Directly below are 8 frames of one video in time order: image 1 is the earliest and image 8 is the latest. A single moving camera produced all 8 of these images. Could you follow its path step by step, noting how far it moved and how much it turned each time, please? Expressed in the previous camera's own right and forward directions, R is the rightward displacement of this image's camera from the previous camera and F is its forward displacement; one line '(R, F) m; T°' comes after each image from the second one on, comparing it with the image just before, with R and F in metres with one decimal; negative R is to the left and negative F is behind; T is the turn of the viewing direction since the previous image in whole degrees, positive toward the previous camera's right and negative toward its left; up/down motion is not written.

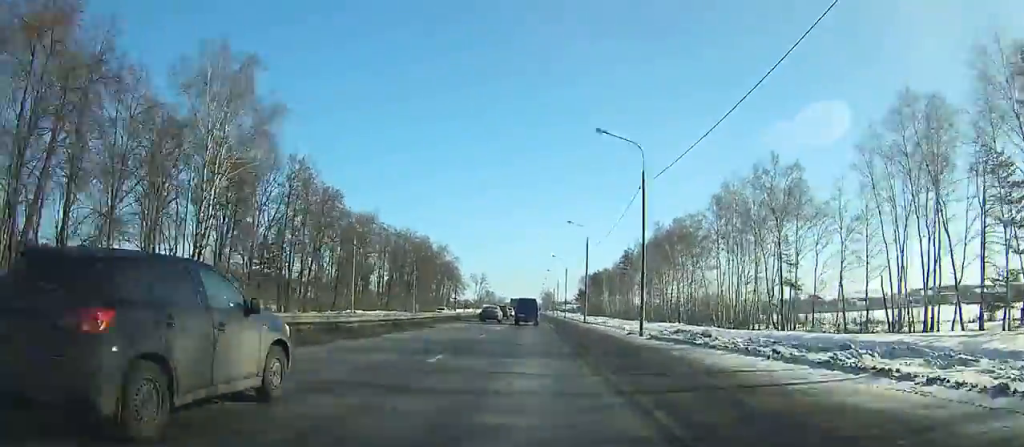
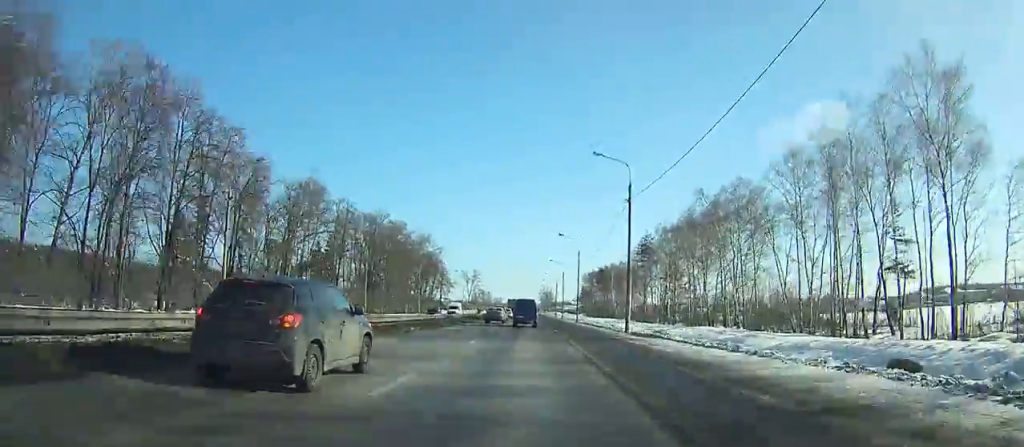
(0.0, +28.0) m; 0°
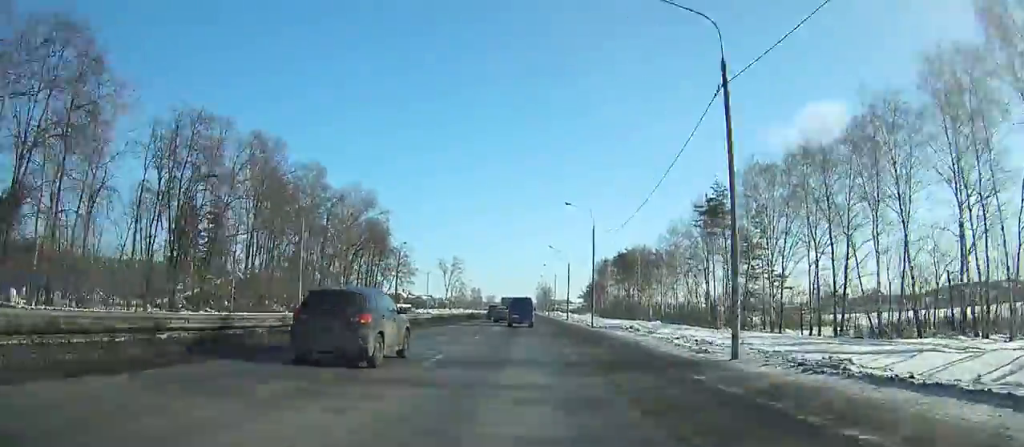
(0.0, +55.3) m; 0°
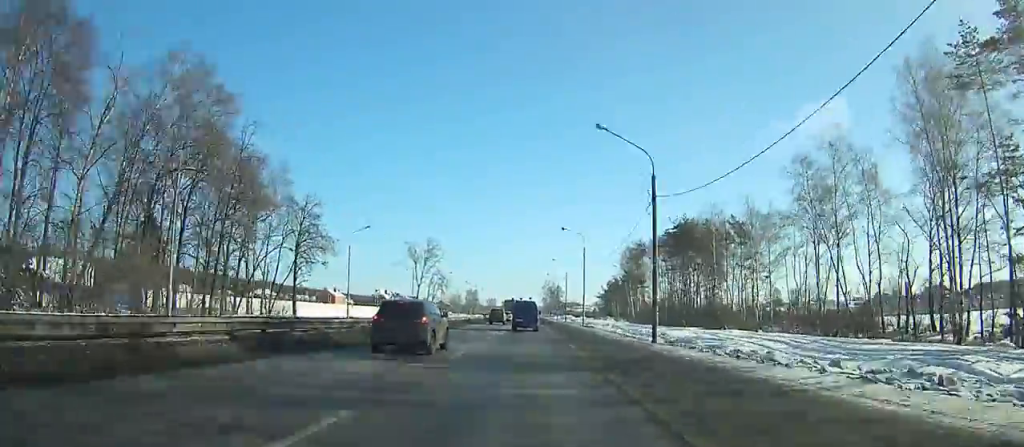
(-0.2, +57.1) m; 0°
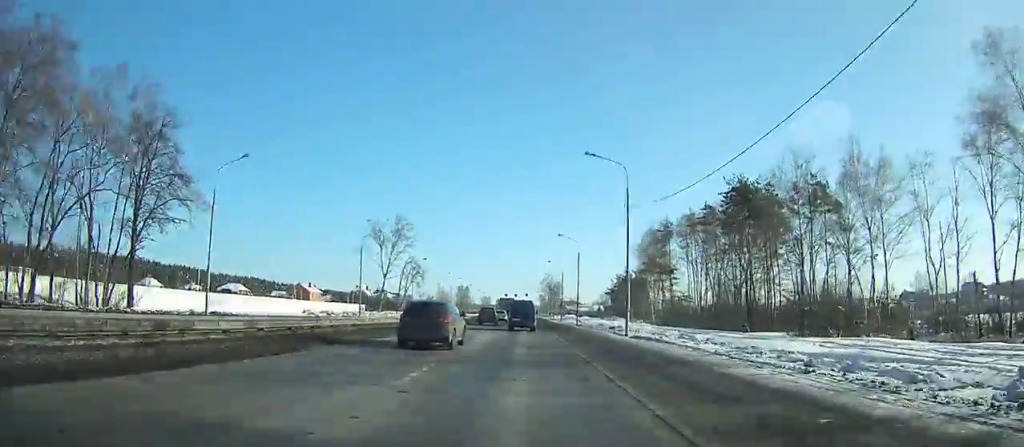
(+0.1, +31.3) m; 0°
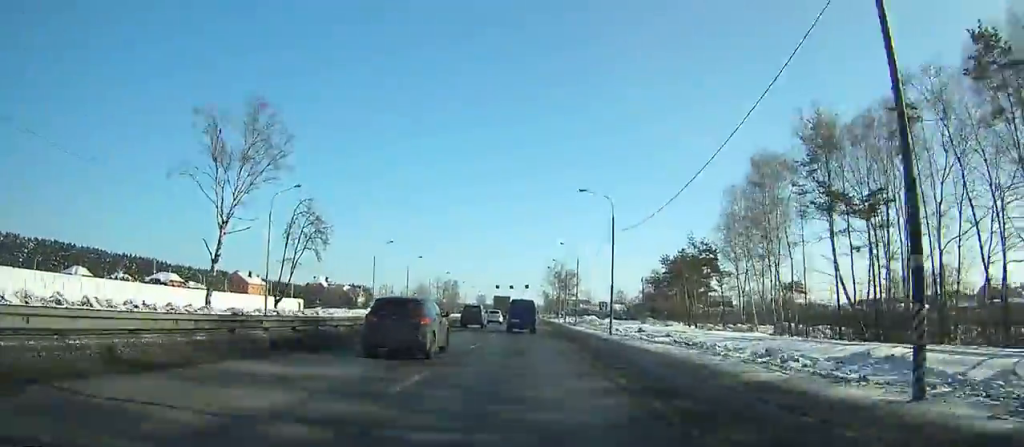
(0.0, +59.7) m; 0°
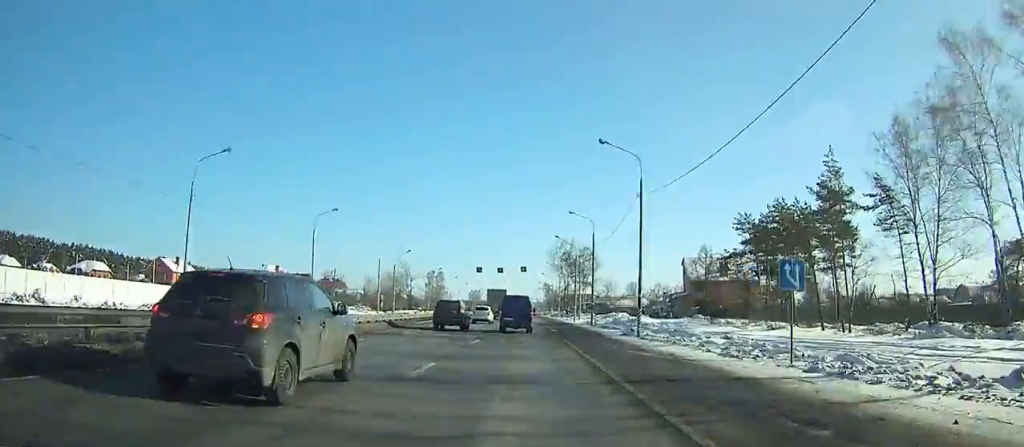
(+0.3, +45.3) m; 0°
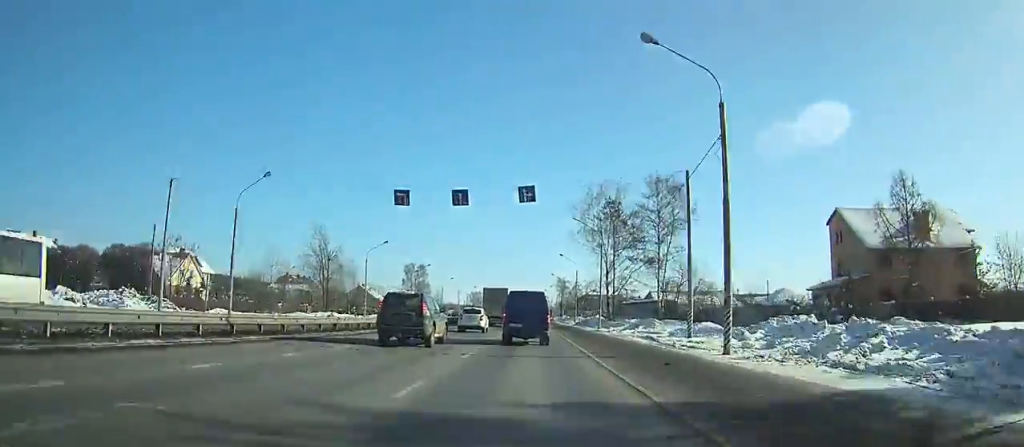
(0.0, +56.9) m; 0°
